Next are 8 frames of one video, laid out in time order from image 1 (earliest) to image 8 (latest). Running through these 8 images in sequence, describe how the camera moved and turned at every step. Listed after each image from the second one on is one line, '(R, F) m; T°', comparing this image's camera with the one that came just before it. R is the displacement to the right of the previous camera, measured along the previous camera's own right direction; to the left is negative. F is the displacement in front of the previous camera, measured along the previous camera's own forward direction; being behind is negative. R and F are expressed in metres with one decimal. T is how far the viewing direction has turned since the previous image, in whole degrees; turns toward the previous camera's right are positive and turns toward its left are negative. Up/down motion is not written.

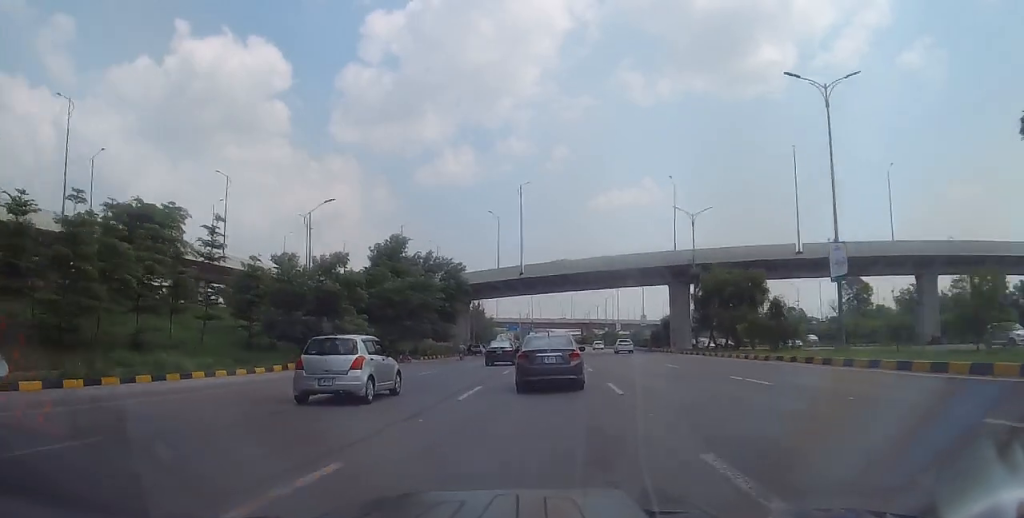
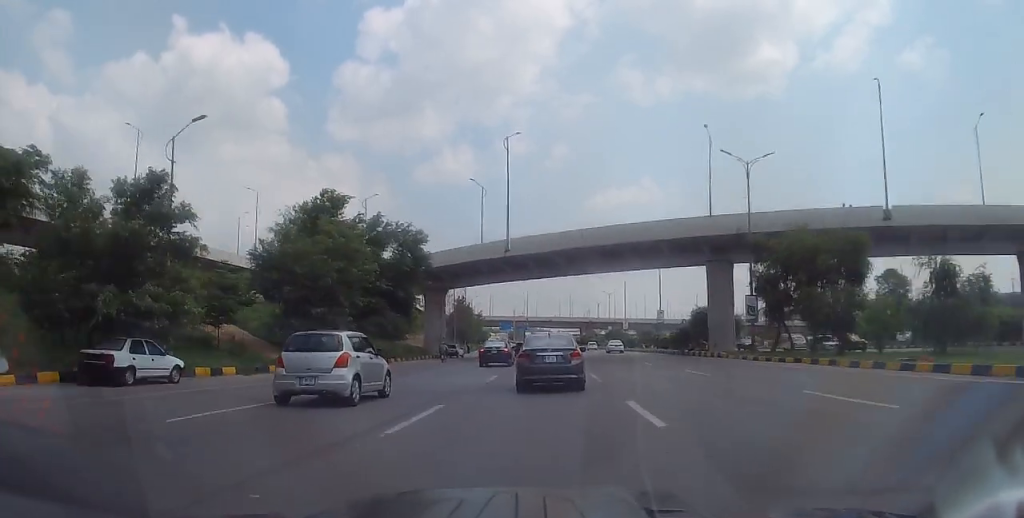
(-0.3, +18.0) m; -1°
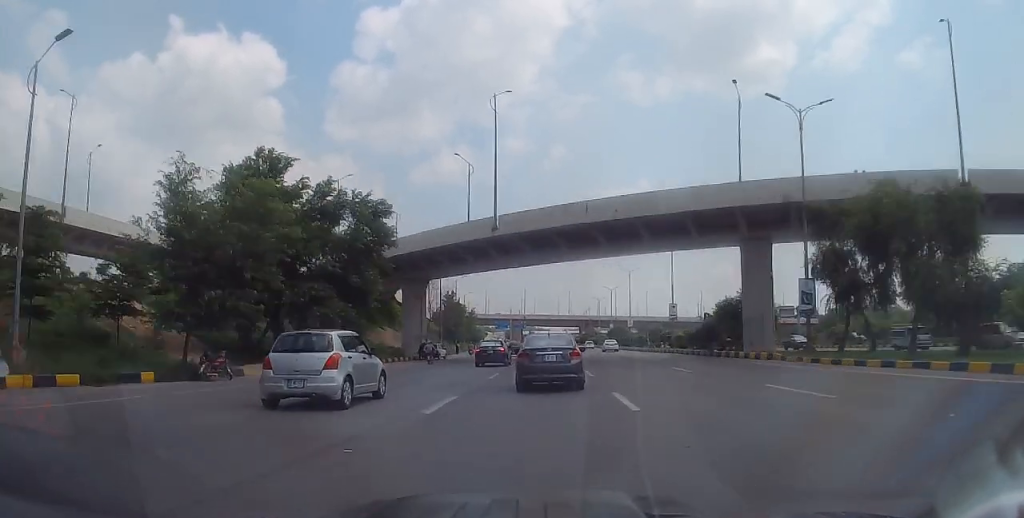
(0.0, +9.7) m; 0°
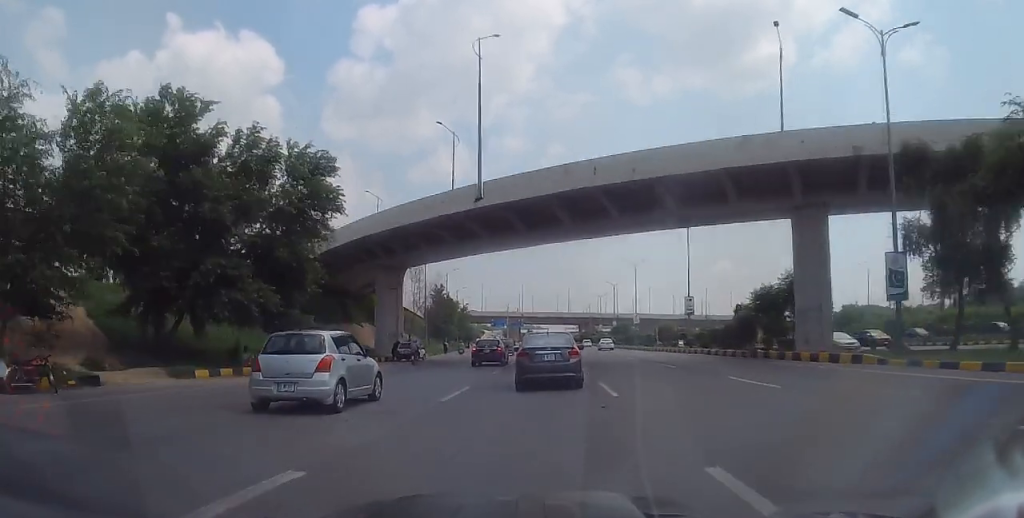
(0.0, +9.0) m; +1°
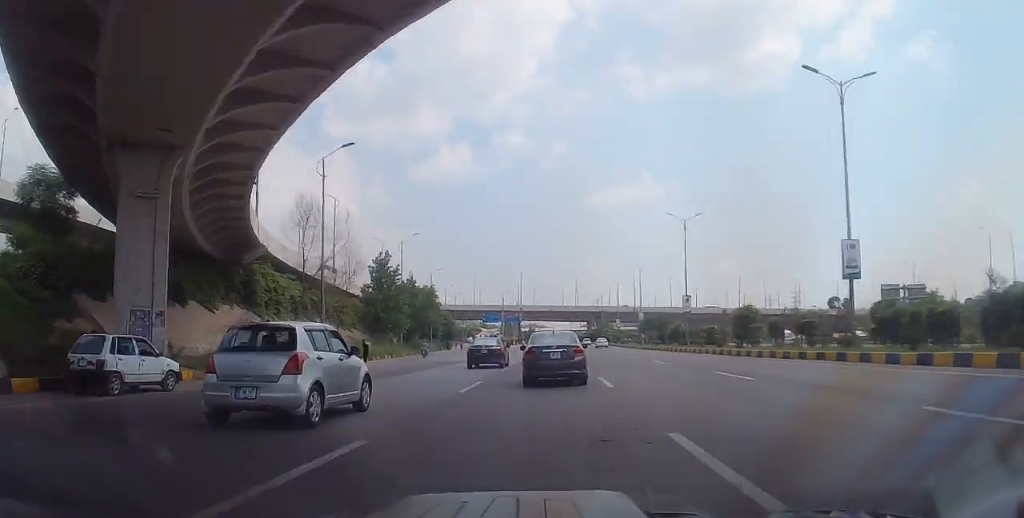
(+0.5, +33.7) m; 0°
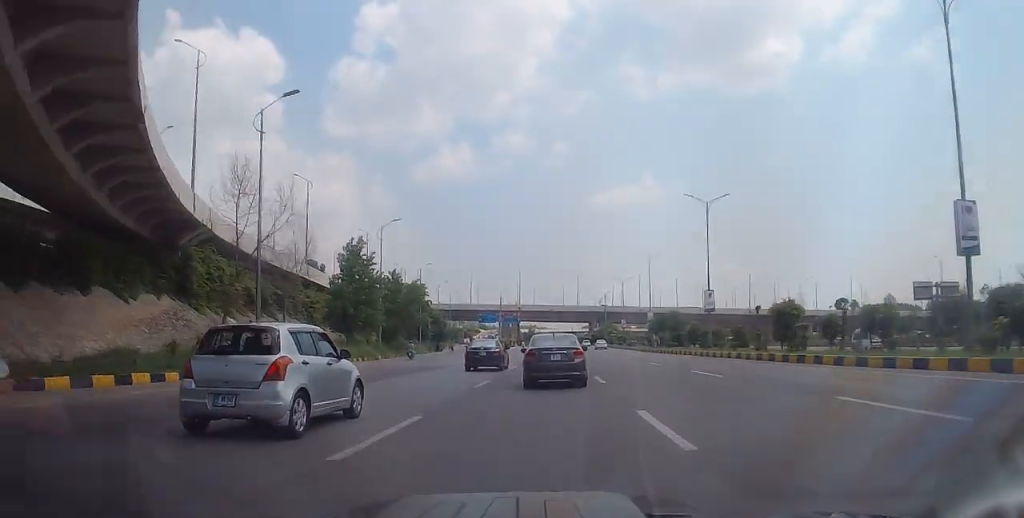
(-0.1, +9.0) m; -1°
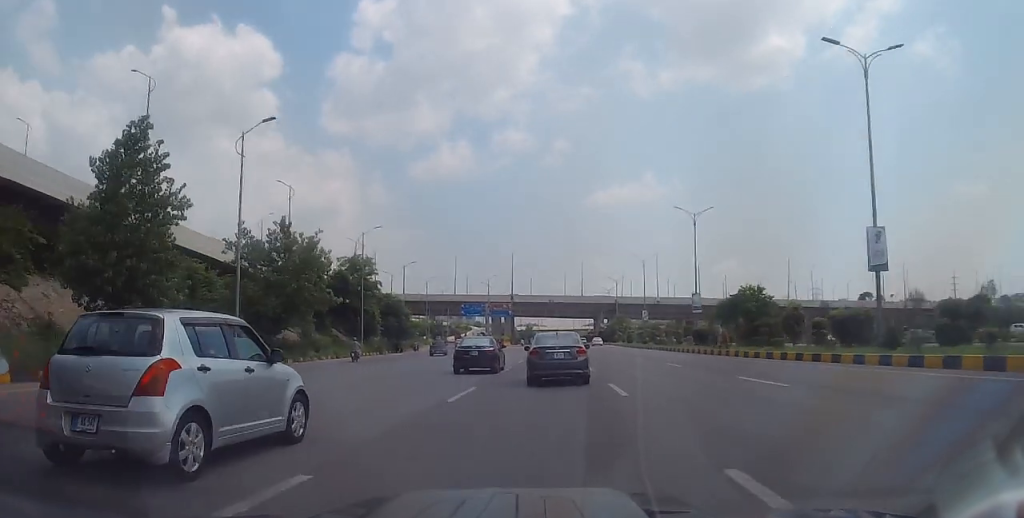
(-0.7, +29.4) m; 0°
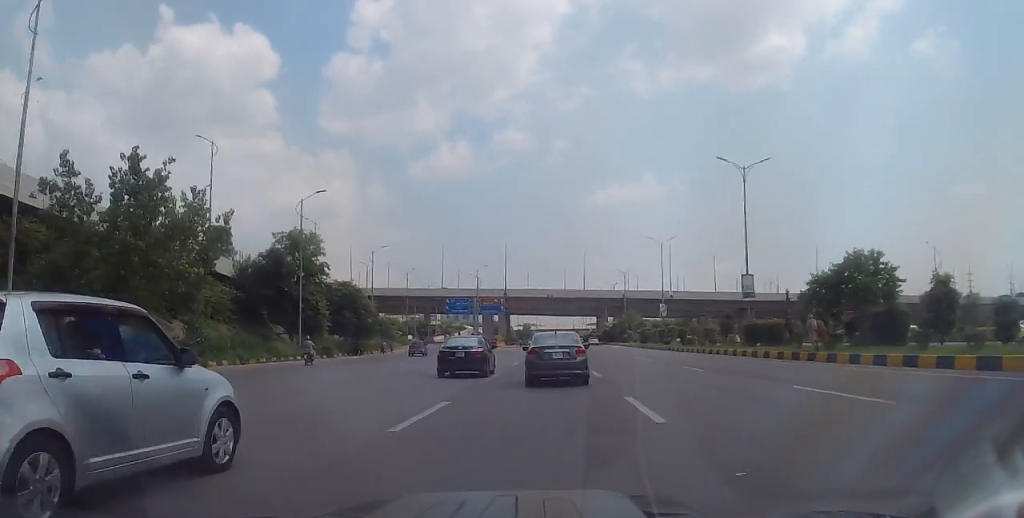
(+0.5, +16.6) m; +1°
